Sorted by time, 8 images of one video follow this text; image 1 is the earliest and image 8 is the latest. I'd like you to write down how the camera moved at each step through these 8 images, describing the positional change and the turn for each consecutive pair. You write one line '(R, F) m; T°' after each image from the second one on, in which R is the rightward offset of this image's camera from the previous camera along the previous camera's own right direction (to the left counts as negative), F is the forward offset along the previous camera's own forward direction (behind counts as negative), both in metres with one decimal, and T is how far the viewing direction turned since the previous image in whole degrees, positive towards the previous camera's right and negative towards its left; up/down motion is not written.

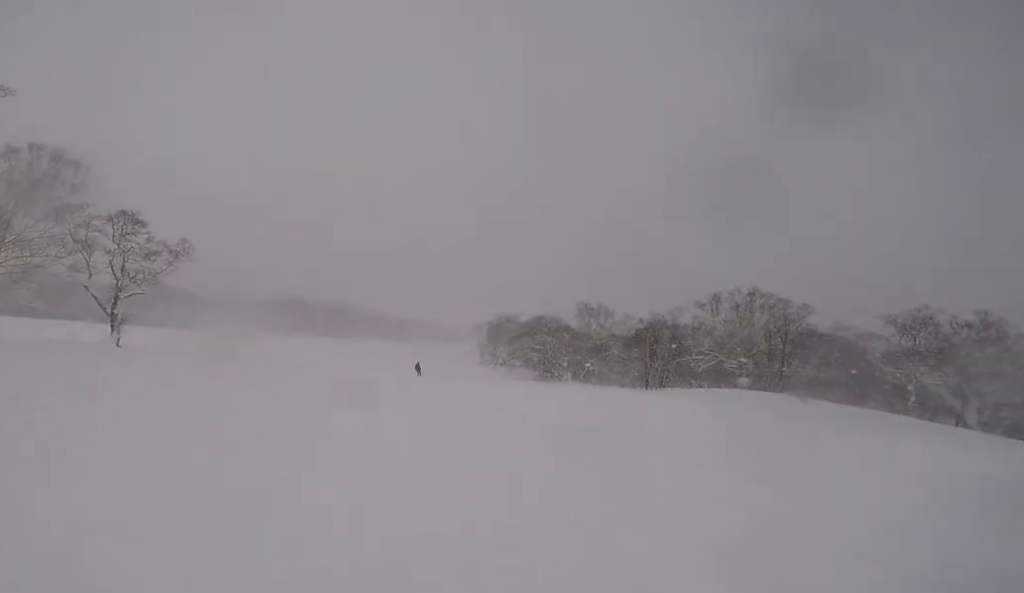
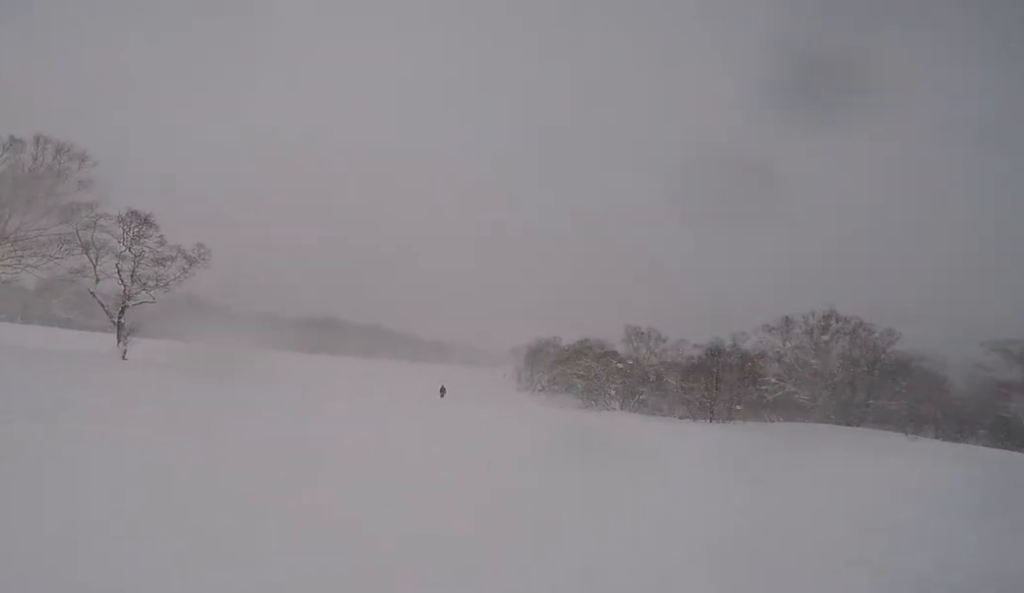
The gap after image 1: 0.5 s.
(+0.4, +3.7) m; 0°
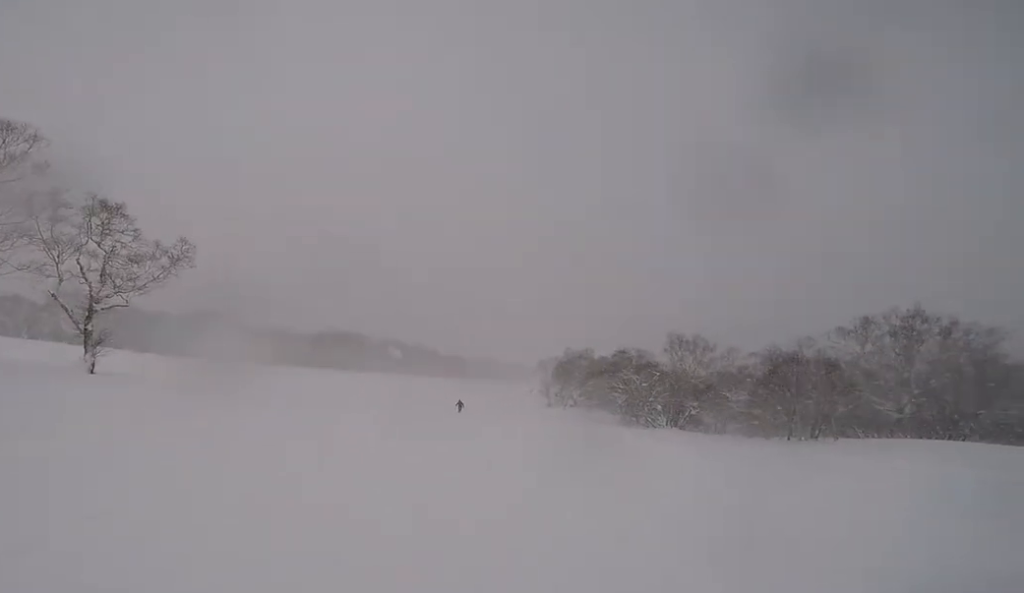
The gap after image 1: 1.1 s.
(+0.6, +5.2) m; -1°
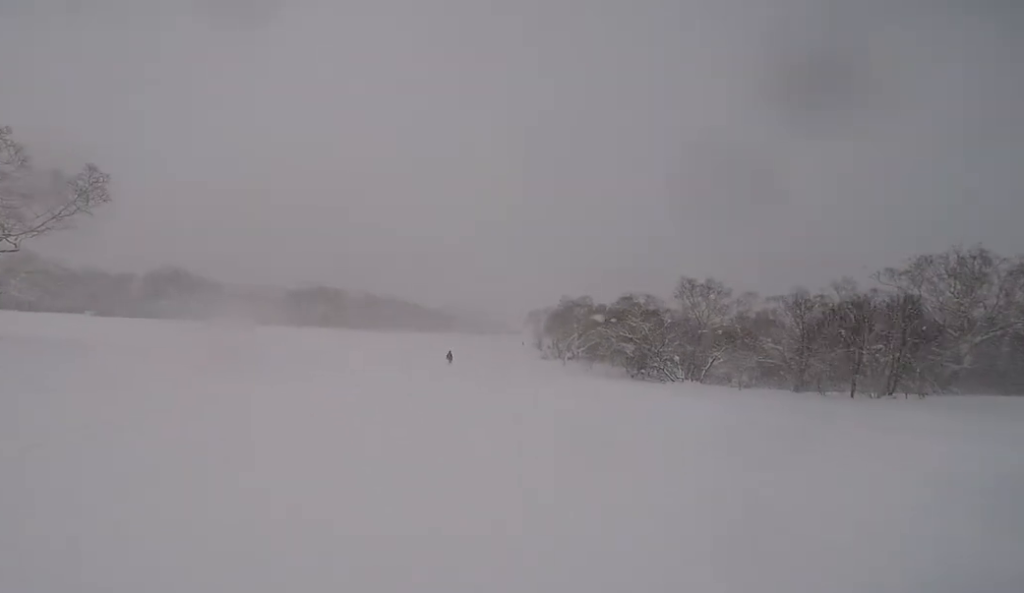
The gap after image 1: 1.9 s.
(-0.8, +6.4) m; -6°
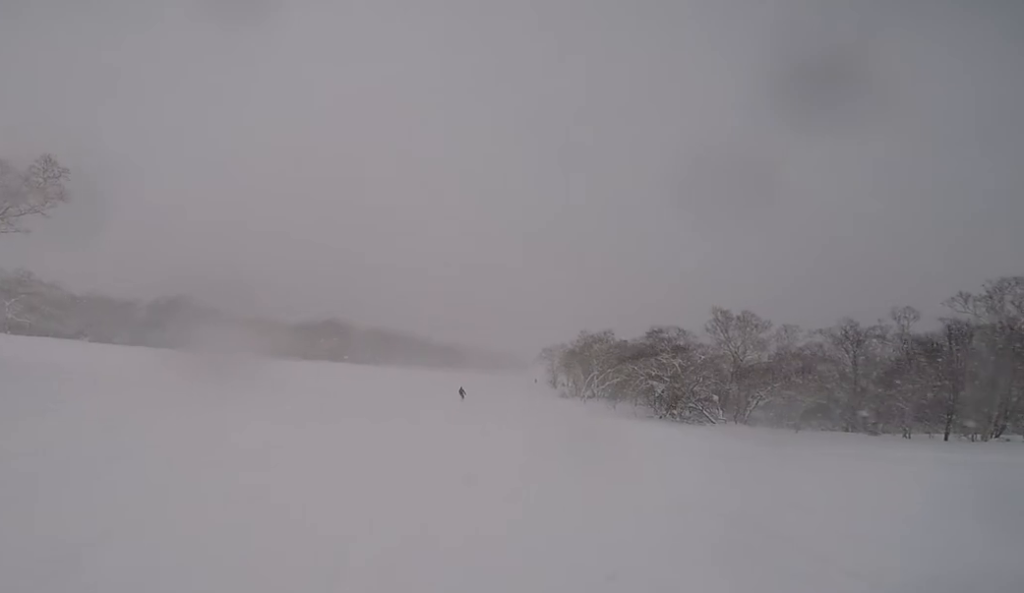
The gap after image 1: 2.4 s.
(-0.1, +4.4) m; -2°
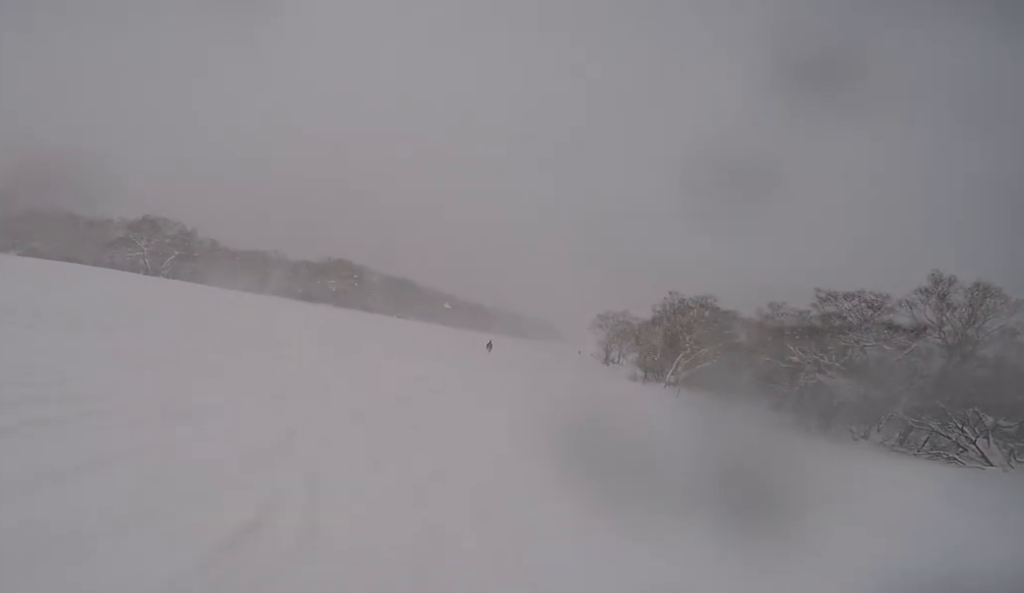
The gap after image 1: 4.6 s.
(0.0, +20.5) m; 0°
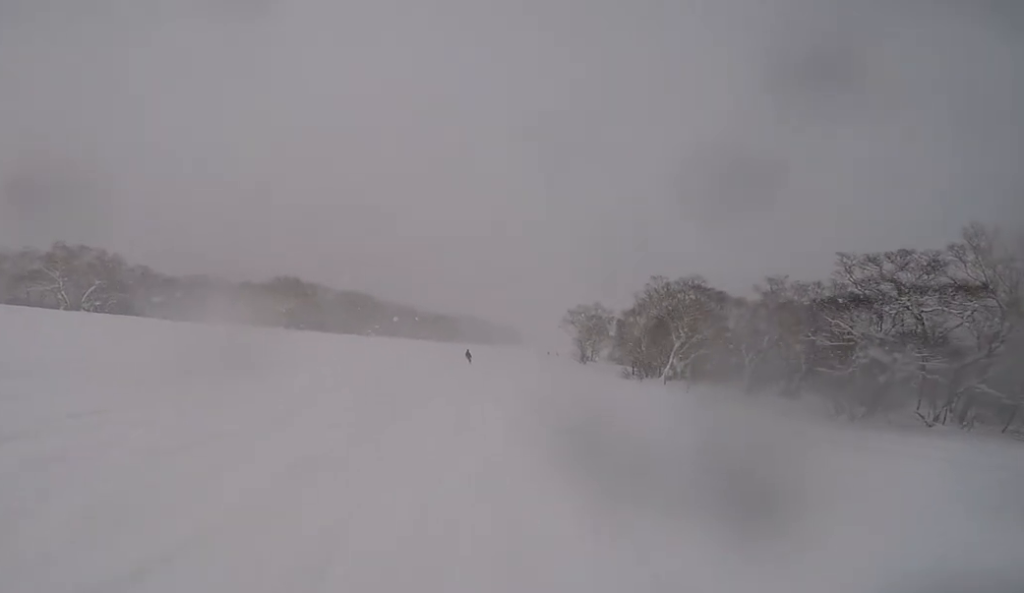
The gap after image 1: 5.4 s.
(0.0, +7.4) m; 0°
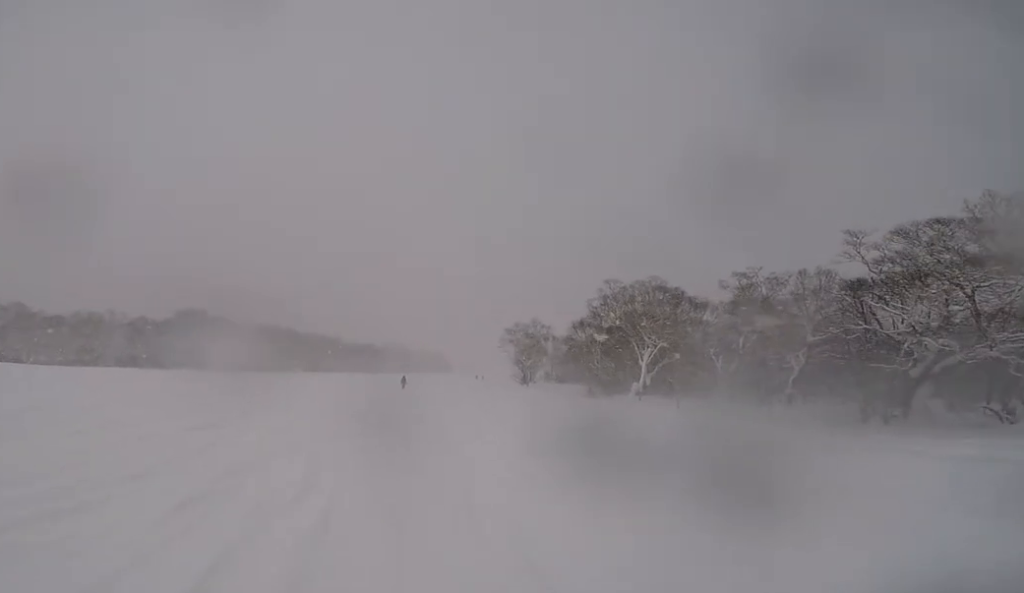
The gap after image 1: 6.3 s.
(0.0, +8.4) m; +2°
